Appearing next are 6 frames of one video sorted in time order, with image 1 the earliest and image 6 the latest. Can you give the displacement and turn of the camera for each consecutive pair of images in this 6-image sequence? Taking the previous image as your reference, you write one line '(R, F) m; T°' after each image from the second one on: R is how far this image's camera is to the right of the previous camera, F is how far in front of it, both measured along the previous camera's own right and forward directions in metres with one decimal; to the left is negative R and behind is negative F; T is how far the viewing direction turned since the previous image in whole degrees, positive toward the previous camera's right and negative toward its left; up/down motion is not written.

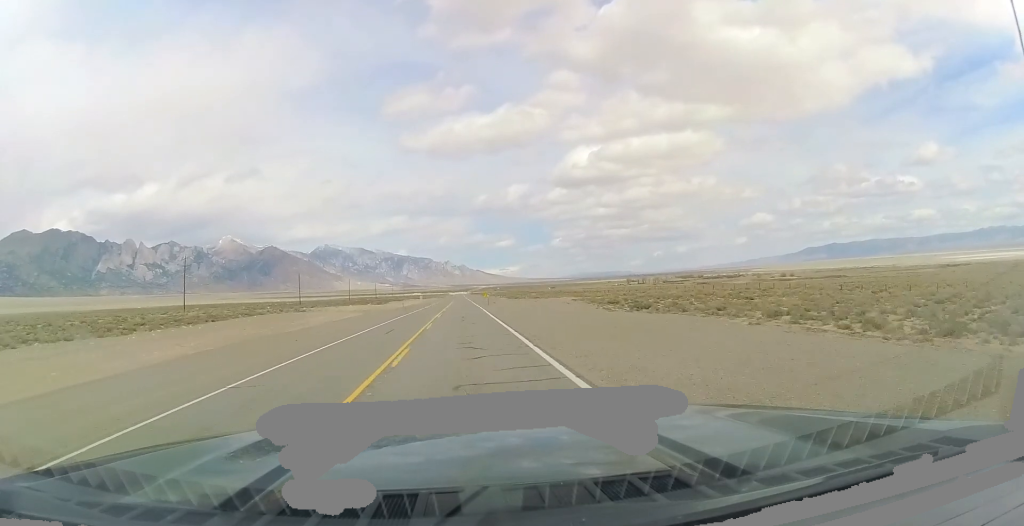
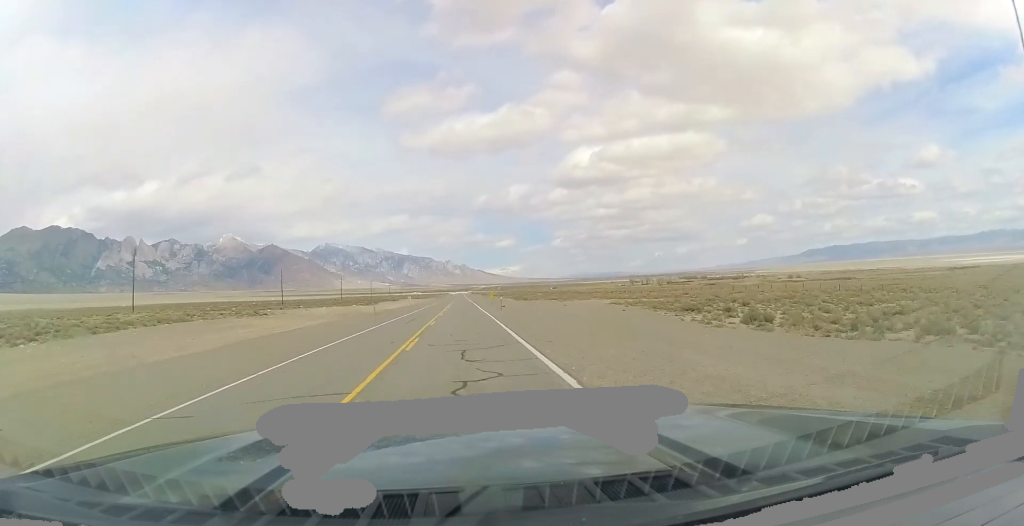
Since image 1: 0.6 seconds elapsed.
(0.0, +20.6) m; 0°
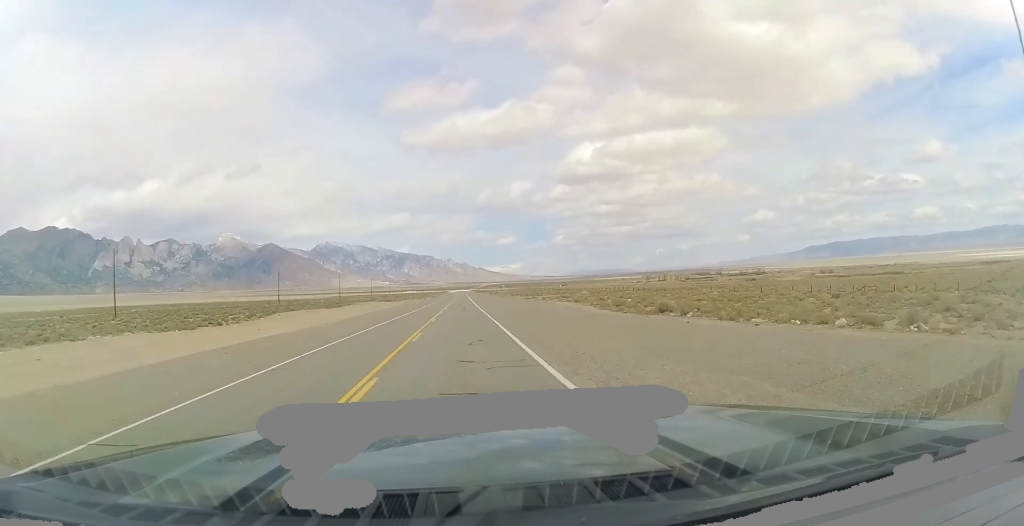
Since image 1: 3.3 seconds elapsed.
(-0.2, +95.1) m; -1°
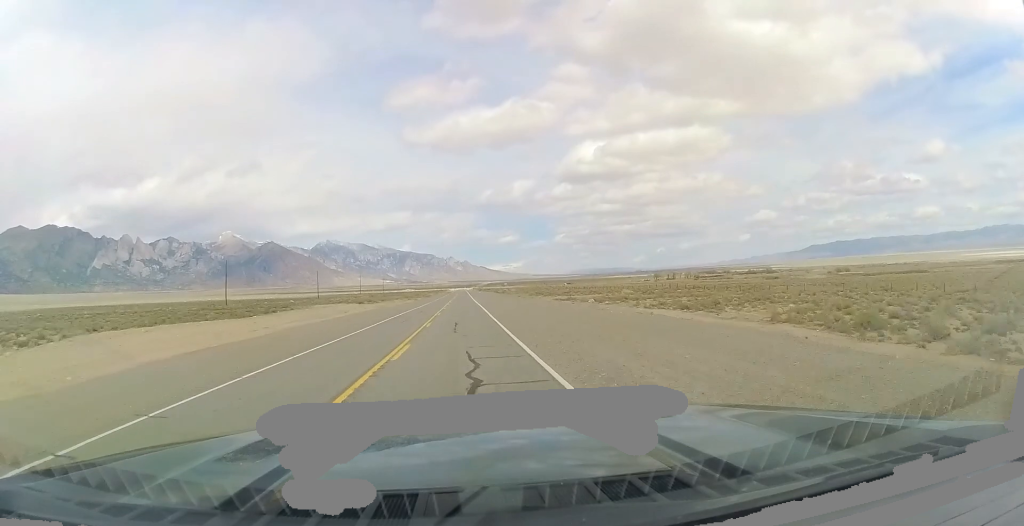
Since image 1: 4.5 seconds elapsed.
(-0.2, +42.3) m; +1°
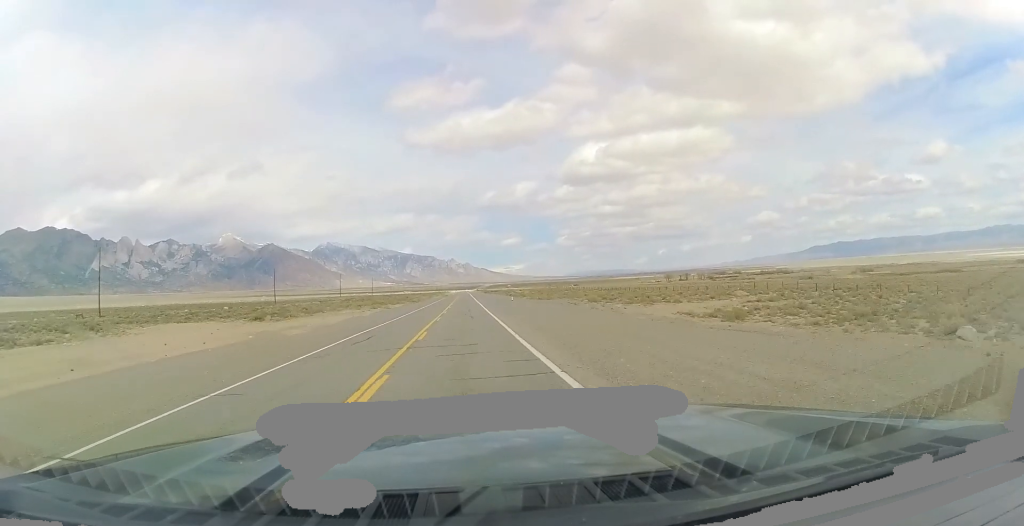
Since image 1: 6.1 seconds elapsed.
(+0.2, +54.5) m; 0°
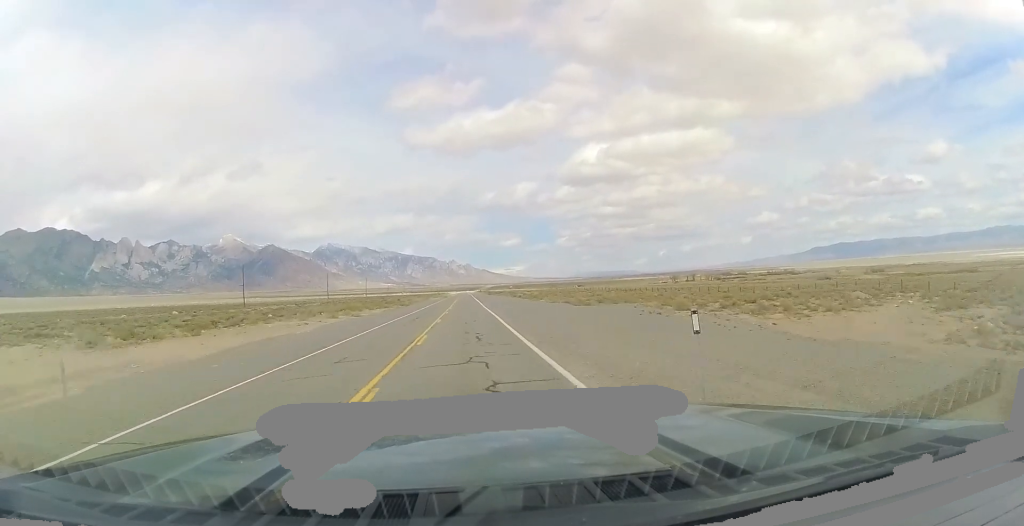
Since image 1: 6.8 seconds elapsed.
(-0.1, +26.2) m; 0°
